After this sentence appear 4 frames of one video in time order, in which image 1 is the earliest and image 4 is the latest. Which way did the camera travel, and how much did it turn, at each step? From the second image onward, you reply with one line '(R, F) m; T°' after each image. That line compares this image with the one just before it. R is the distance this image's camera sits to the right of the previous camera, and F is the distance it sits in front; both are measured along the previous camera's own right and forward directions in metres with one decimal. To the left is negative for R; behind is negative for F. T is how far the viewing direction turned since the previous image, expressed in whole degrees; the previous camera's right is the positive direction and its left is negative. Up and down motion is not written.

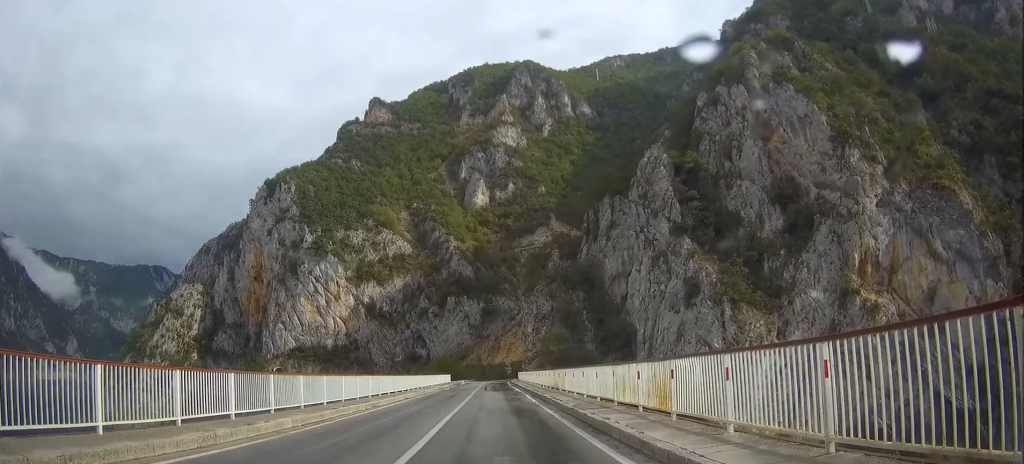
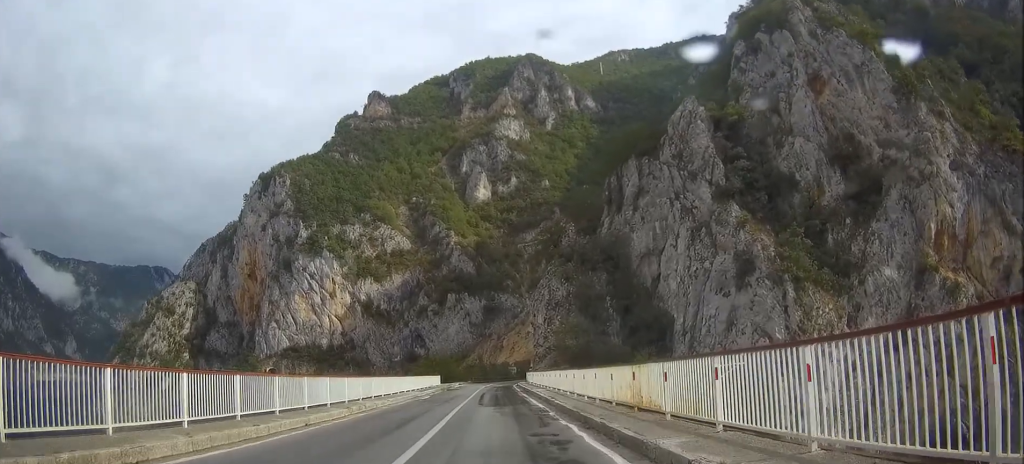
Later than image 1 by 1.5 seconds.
(+0.1, +21.0) m; 0°
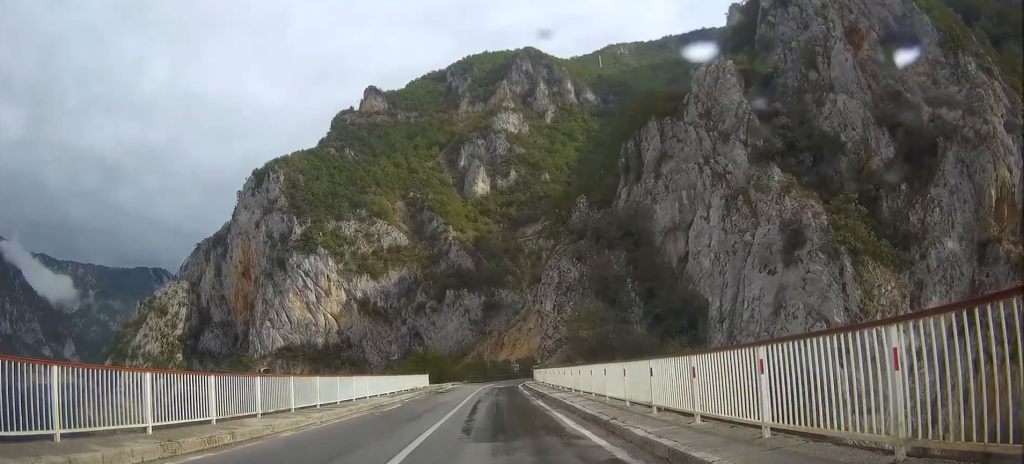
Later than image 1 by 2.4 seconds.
(0.0, +13.6) m; 0°
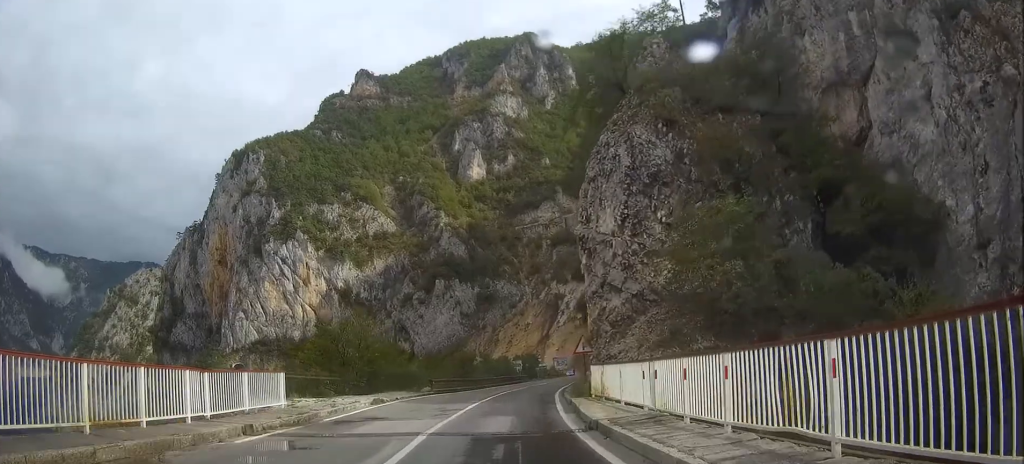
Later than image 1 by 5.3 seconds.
(+0.1, +40.7) m; +1°
